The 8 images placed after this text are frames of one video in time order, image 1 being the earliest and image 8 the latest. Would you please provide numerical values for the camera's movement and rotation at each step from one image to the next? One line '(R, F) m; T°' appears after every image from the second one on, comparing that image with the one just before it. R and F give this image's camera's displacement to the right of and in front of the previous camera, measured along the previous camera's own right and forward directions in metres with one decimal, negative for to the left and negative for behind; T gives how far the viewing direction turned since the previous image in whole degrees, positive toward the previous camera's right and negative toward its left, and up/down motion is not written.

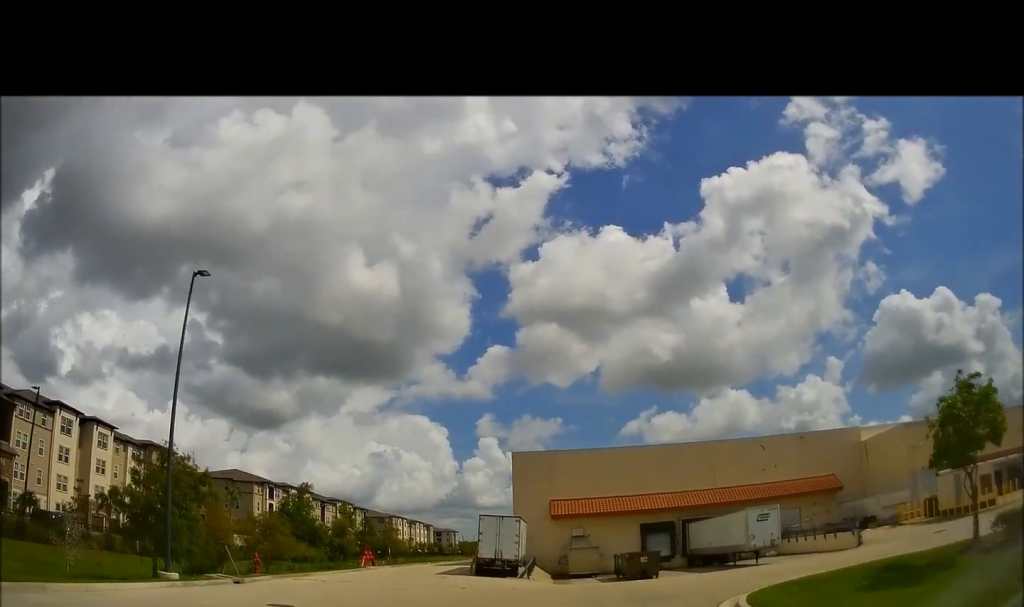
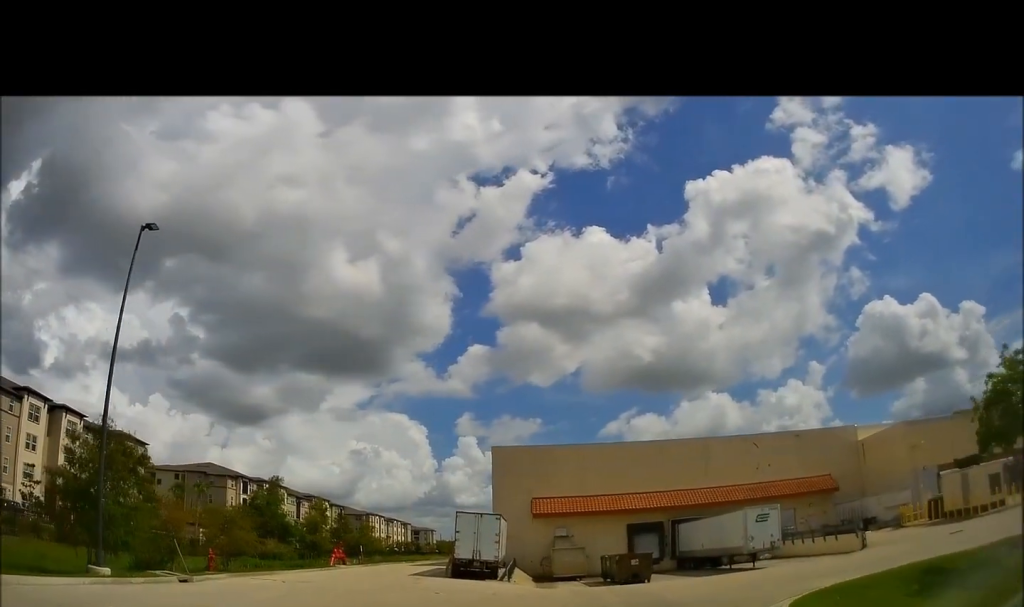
(-0.3, +3.1) m; +2°
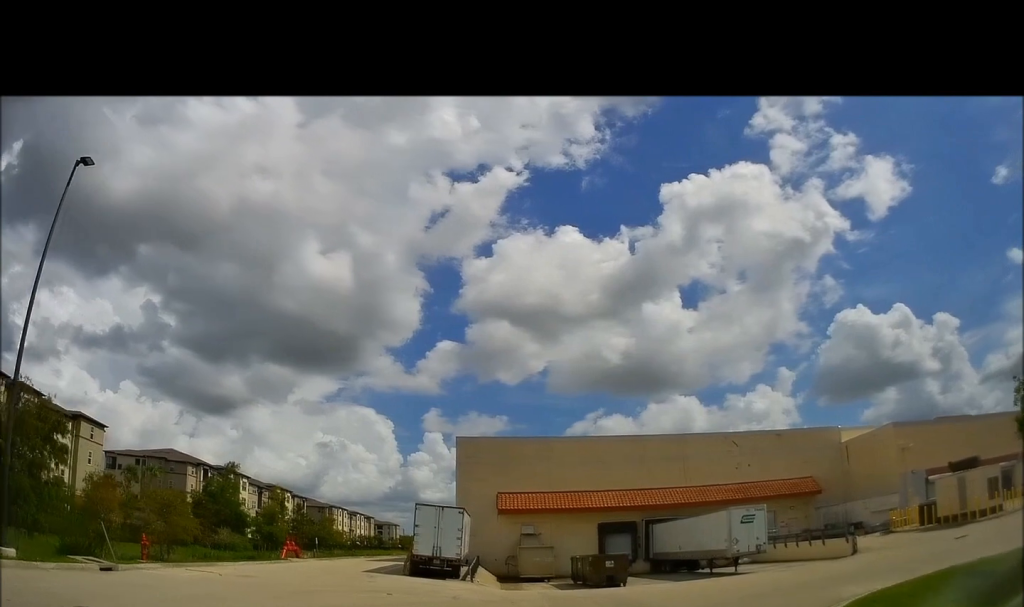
(0.0, +3.0) m; +3°
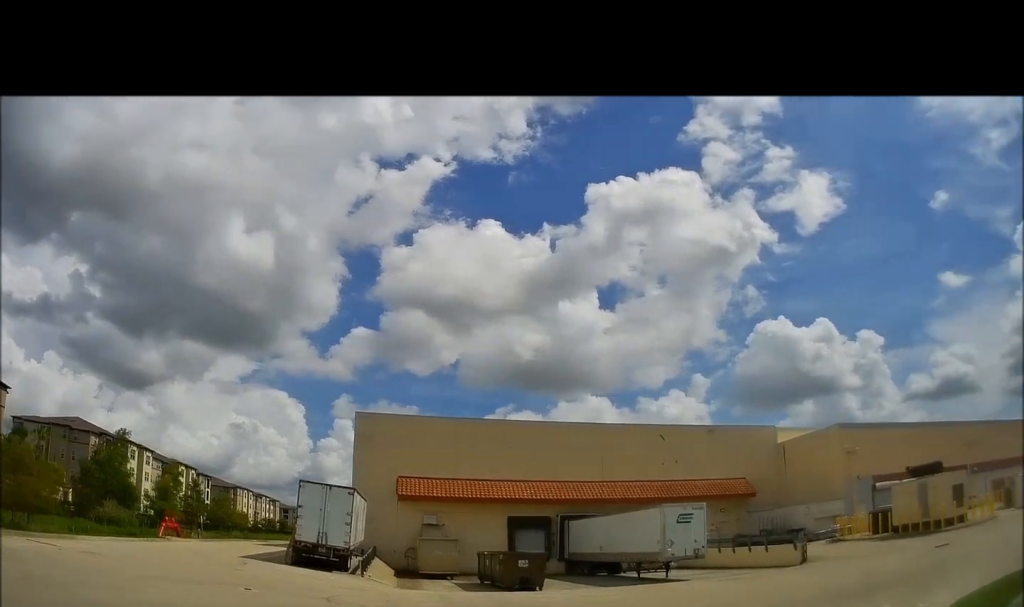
(+0.5, +5.1) m; +9°
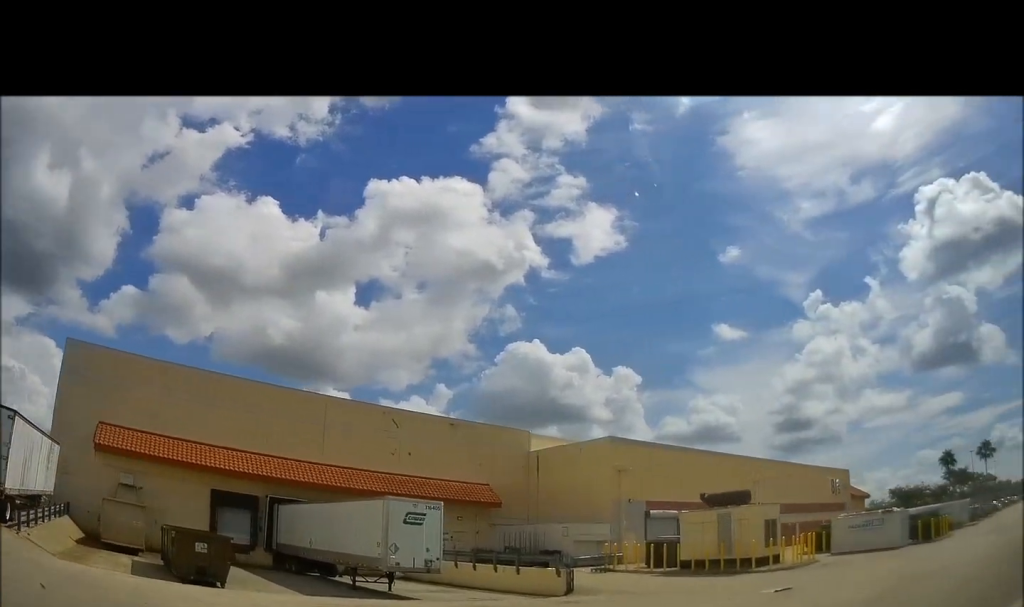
(+0.9, +8.2) m; +17°
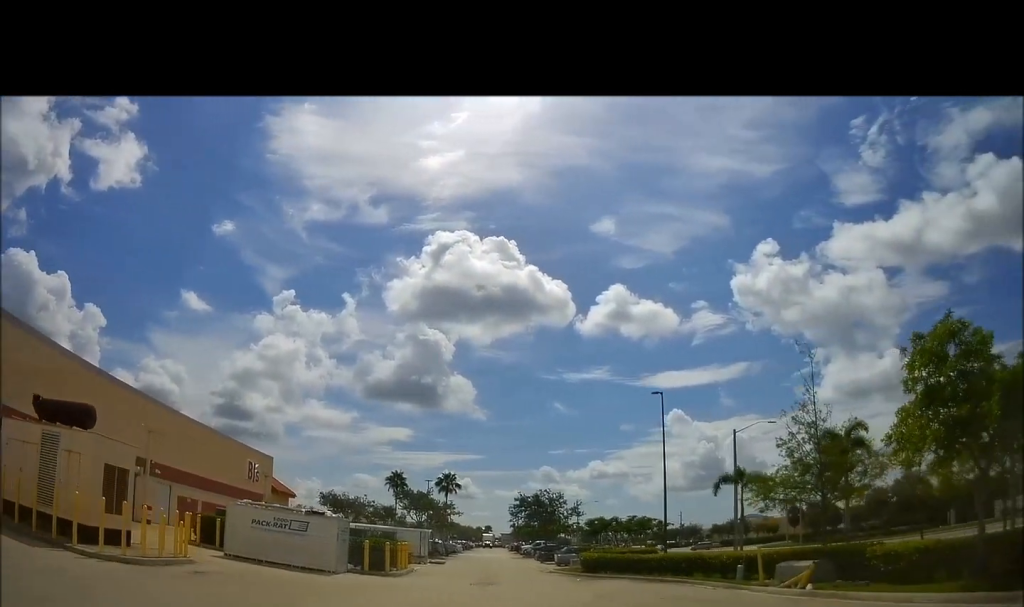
(+7.4, +9.7) m; +69°
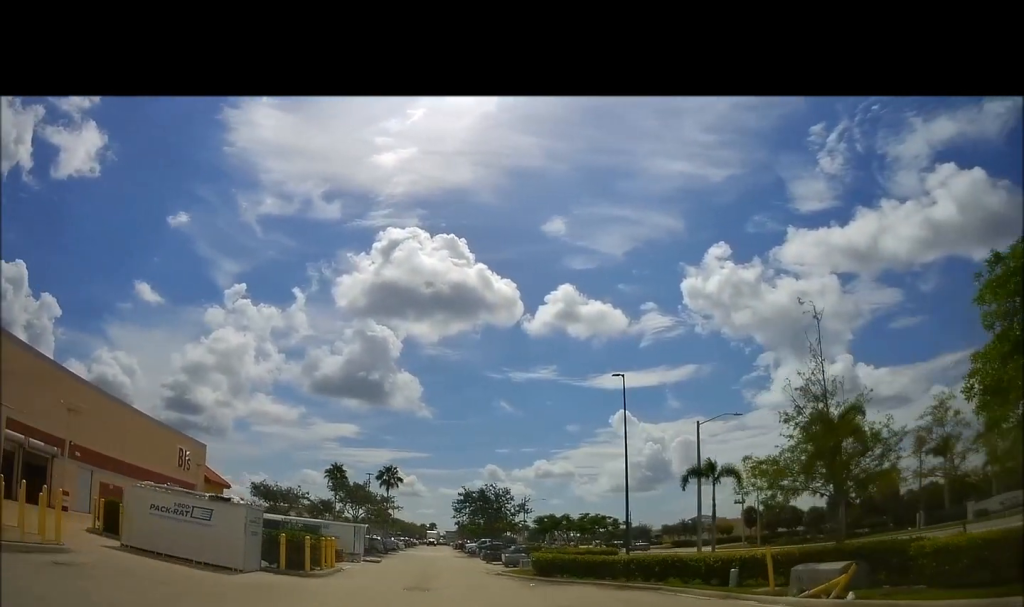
(+0.4, +4.0) m; +7°
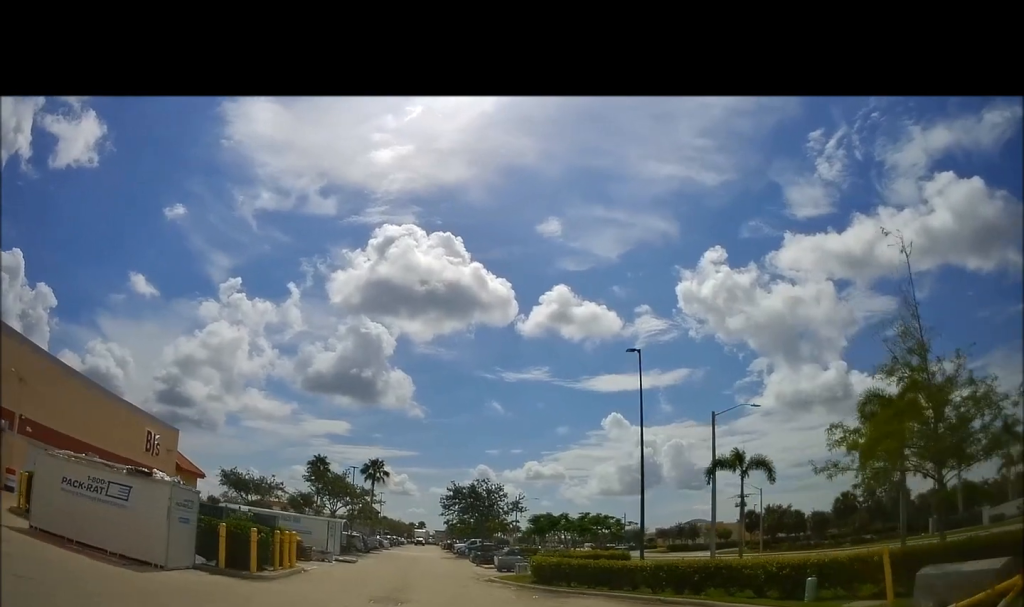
(+0.2, +4.8) m; +2°
